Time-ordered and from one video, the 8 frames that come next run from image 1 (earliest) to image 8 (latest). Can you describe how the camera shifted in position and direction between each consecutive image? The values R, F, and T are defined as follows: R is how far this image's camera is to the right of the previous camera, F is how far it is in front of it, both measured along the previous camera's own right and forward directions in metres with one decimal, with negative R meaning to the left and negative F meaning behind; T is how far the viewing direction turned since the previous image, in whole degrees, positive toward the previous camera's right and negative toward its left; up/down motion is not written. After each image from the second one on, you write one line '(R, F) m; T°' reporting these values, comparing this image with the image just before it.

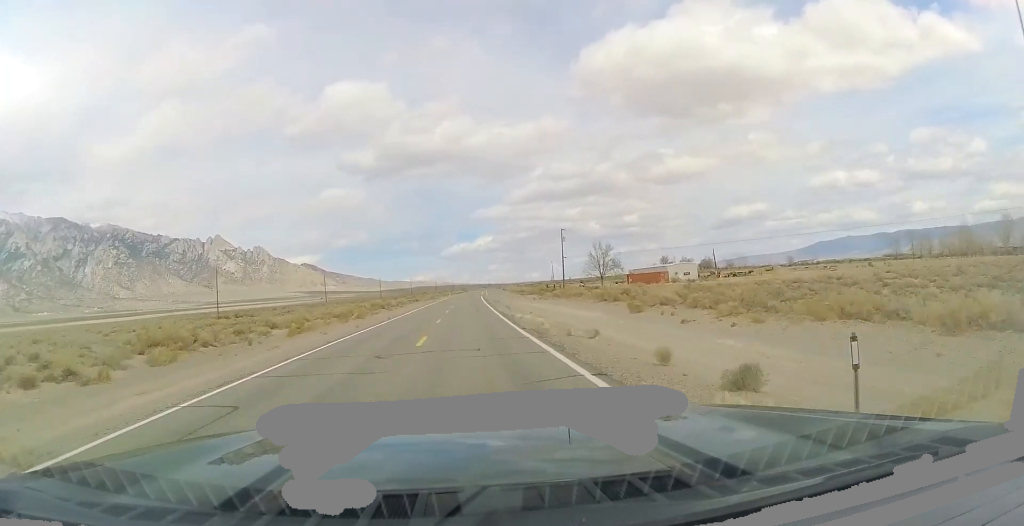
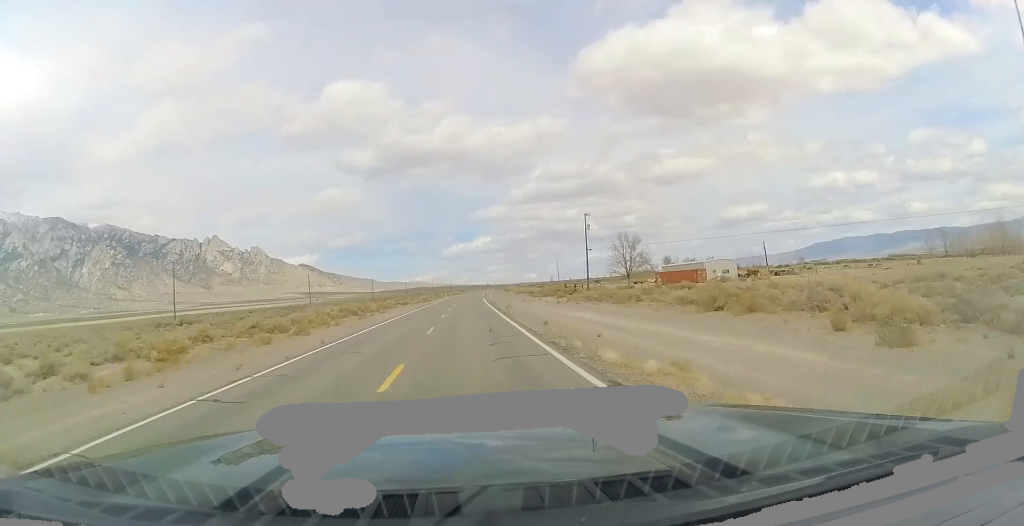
(-0.1, +19.7) m; 0°
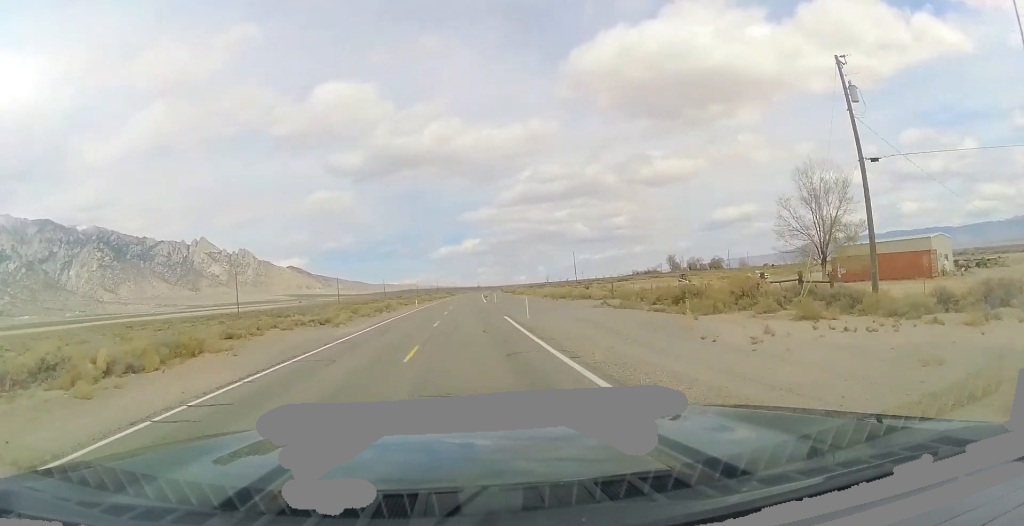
(-0.1, +56.8) m; +1°
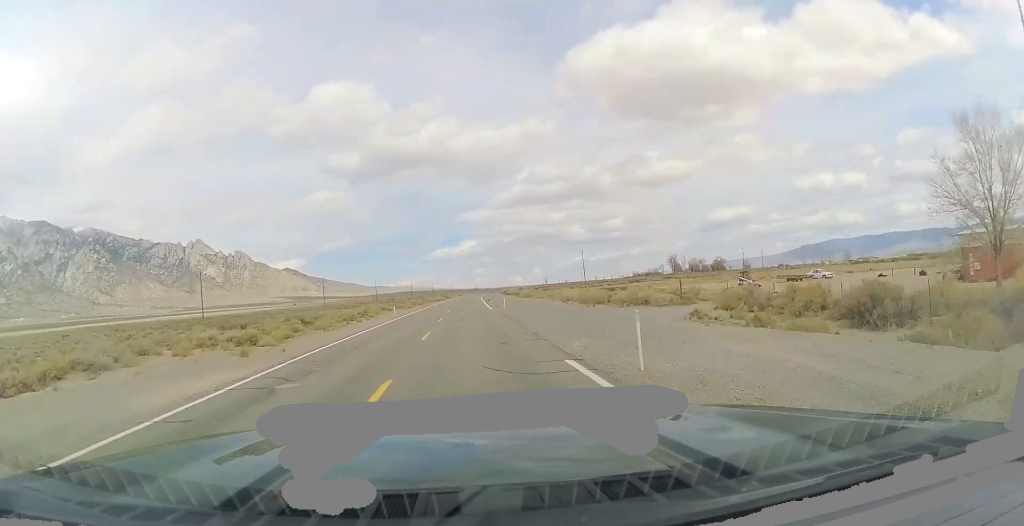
(+0.2, +18.5) m; +1°
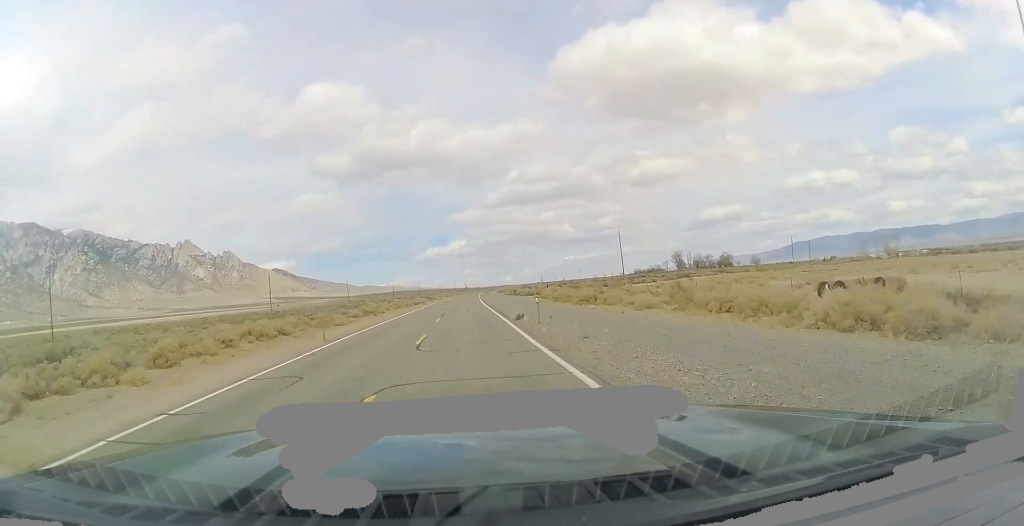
(+0.7, +49.7) m; +1°
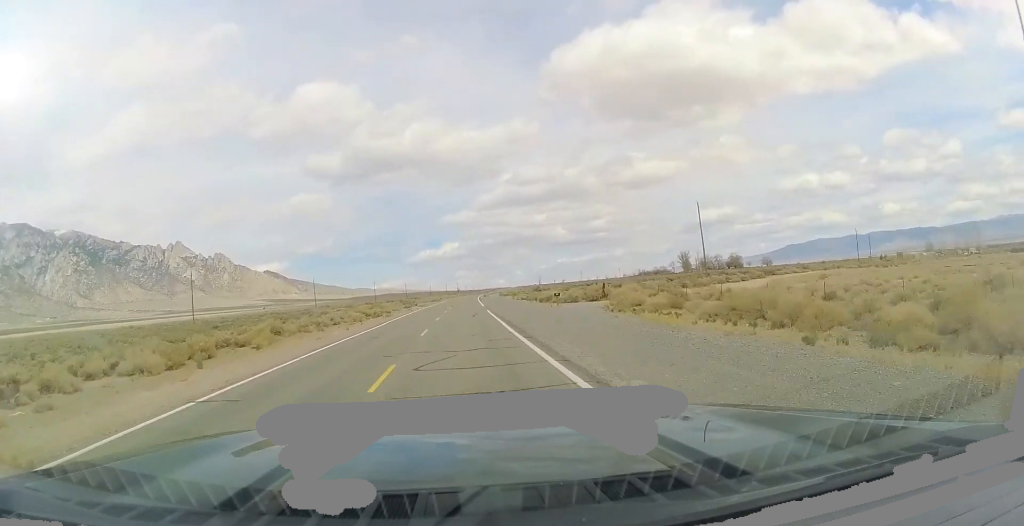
(+0.4, +44.8) m; +2°
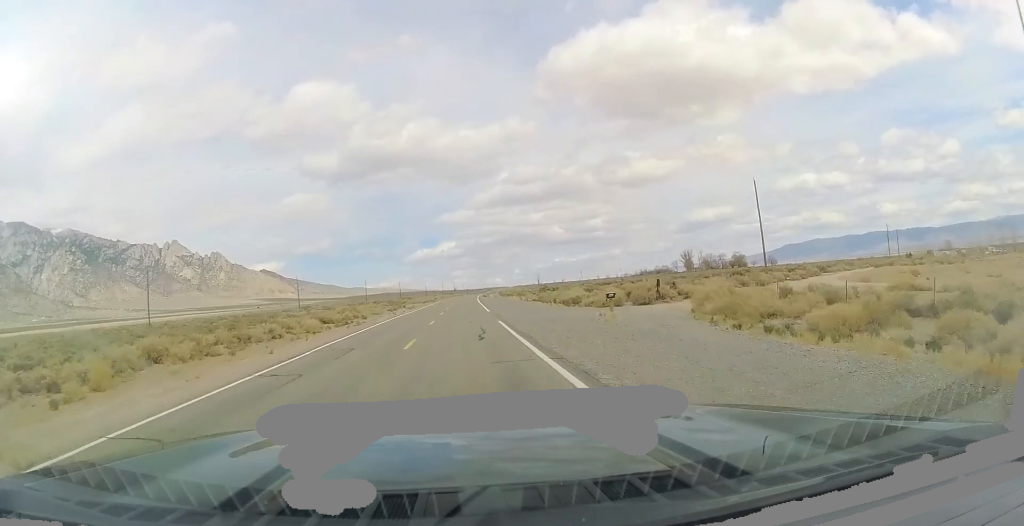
(+0.2, +17.3) m; +1°
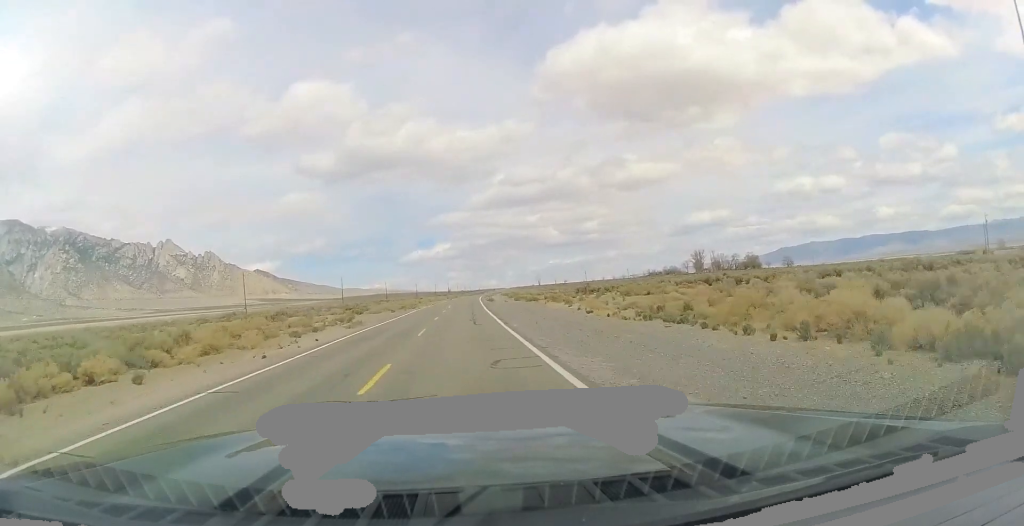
(+0.2, +43.8) m; +1°
